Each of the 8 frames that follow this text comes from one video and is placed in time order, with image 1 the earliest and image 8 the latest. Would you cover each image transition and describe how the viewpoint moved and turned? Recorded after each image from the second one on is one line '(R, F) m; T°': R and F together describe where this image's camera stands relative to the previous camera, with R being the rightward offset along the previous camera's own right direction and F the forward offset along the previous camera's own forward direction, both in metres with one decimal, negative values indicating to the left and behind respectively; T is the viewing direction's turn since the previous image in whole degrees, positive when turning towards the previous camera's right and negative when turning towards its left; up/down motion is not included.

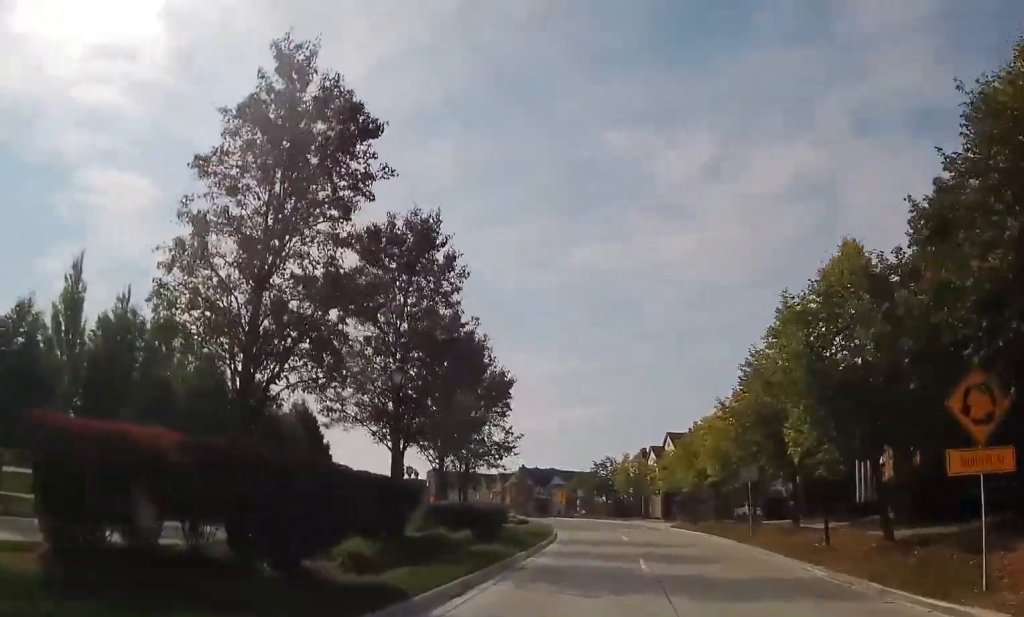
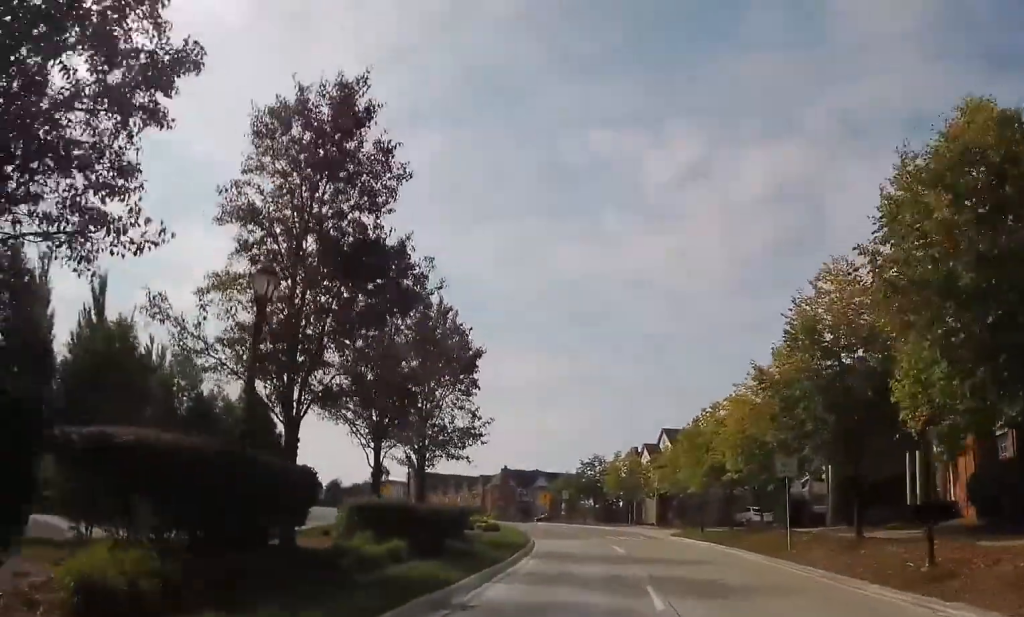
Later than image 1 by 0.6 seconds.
(0.0, +7.3) m; +1°
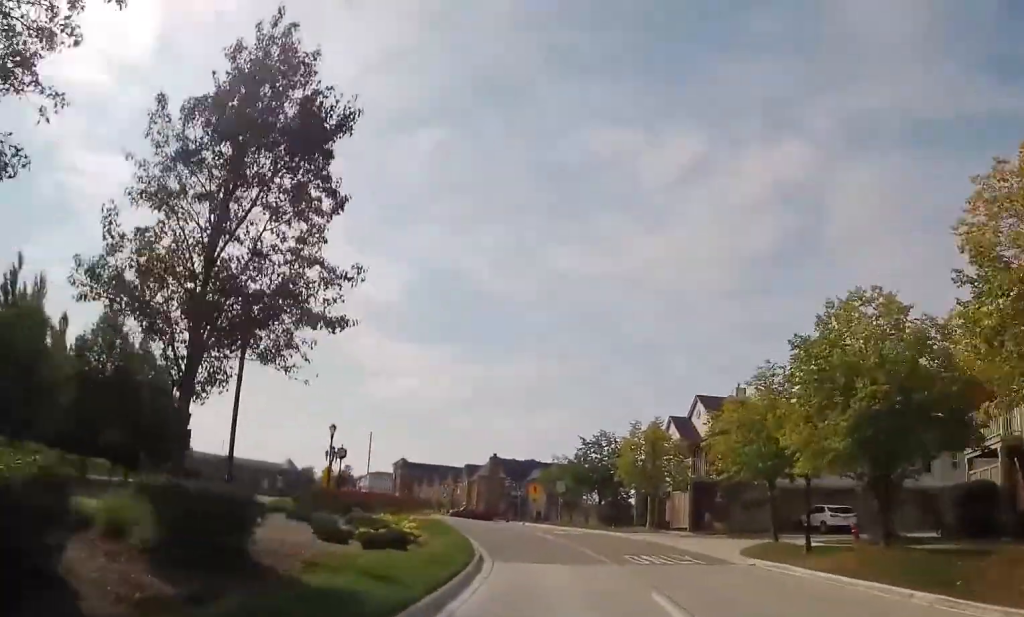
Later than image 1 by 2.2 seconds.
(+0.9, +18.1) m; +5°
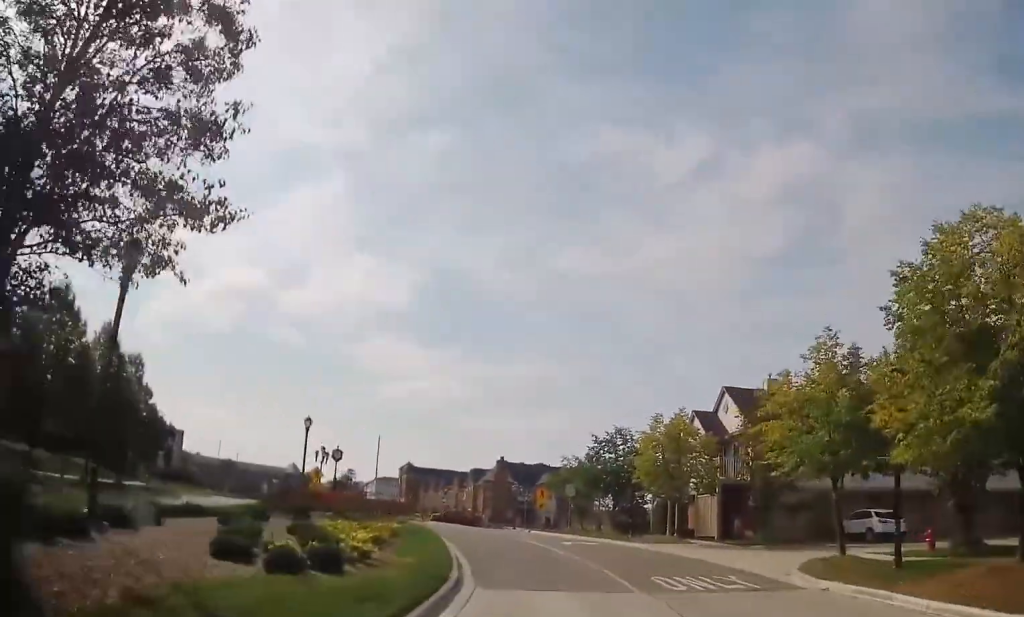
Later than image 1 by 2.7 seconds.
(+0.1, +5.2) m; 0°
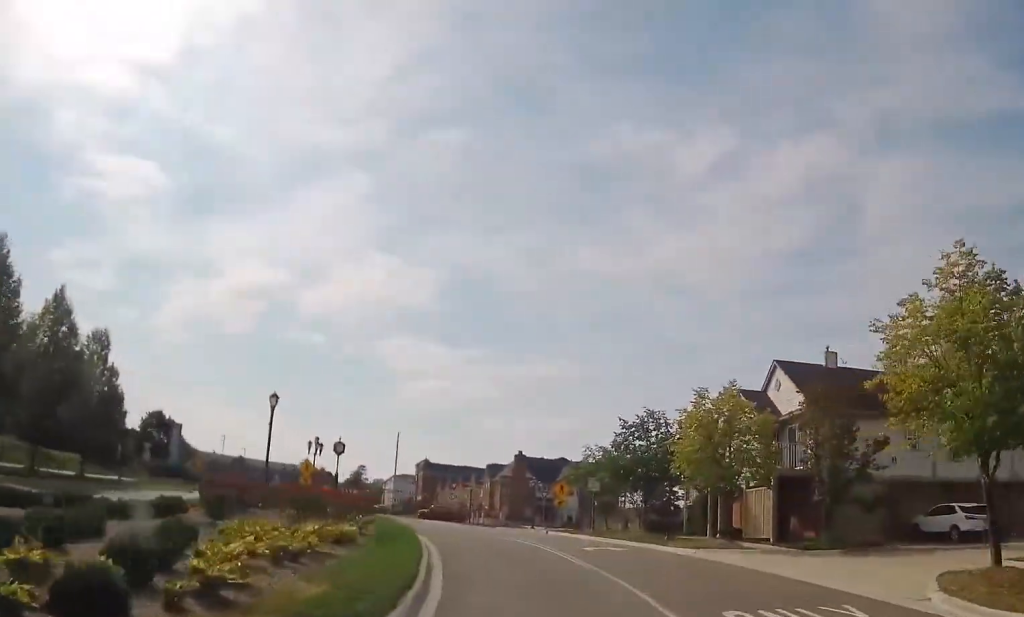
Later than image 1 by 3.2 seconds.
(0.0, +6.4) m; -3°
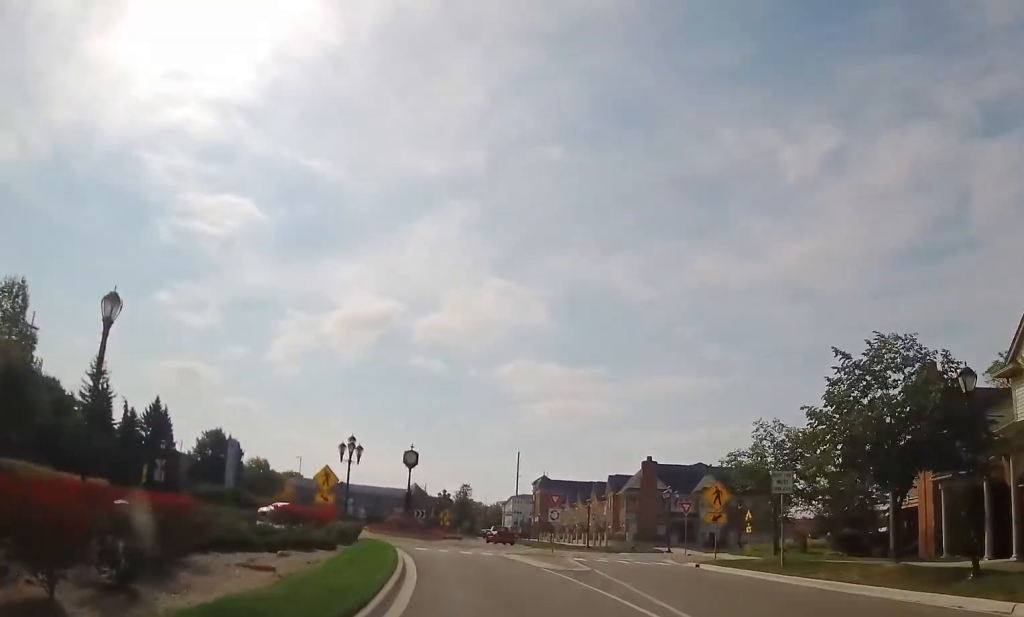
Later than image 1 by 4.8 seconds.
(-1.1, +16.2) m; -8°
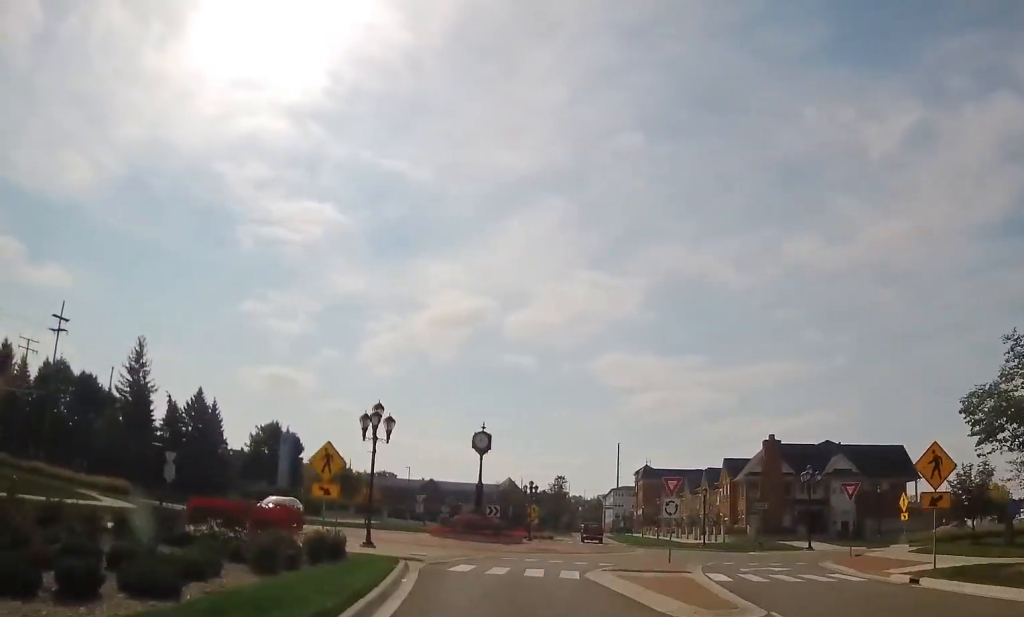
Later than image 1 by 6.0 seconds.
(-0.9, +10.3) m; -12°
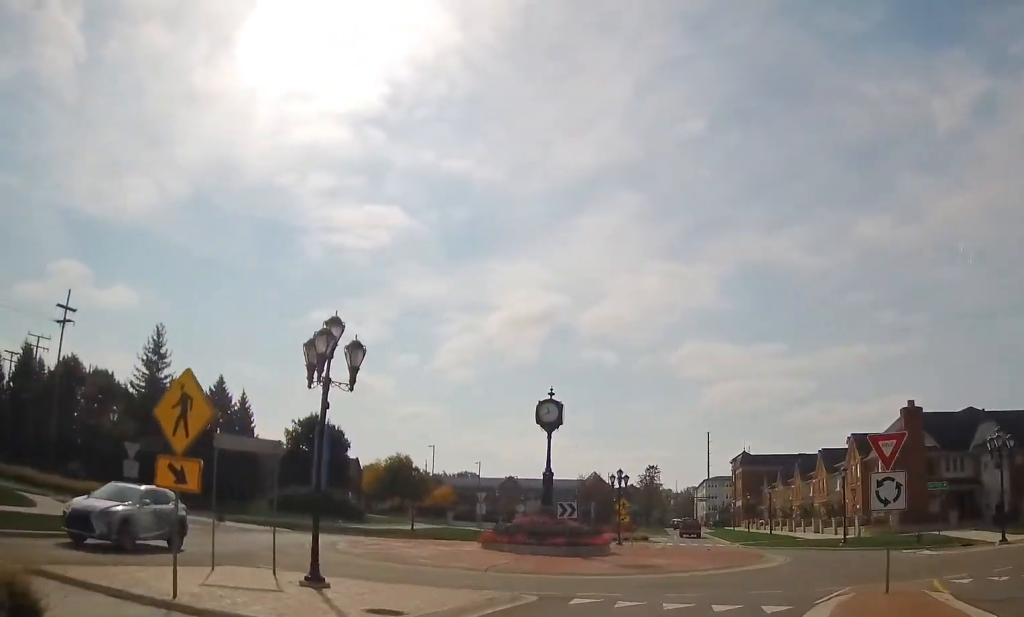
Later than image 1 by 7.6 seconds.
(-1.2, +12.0) m; -10°
